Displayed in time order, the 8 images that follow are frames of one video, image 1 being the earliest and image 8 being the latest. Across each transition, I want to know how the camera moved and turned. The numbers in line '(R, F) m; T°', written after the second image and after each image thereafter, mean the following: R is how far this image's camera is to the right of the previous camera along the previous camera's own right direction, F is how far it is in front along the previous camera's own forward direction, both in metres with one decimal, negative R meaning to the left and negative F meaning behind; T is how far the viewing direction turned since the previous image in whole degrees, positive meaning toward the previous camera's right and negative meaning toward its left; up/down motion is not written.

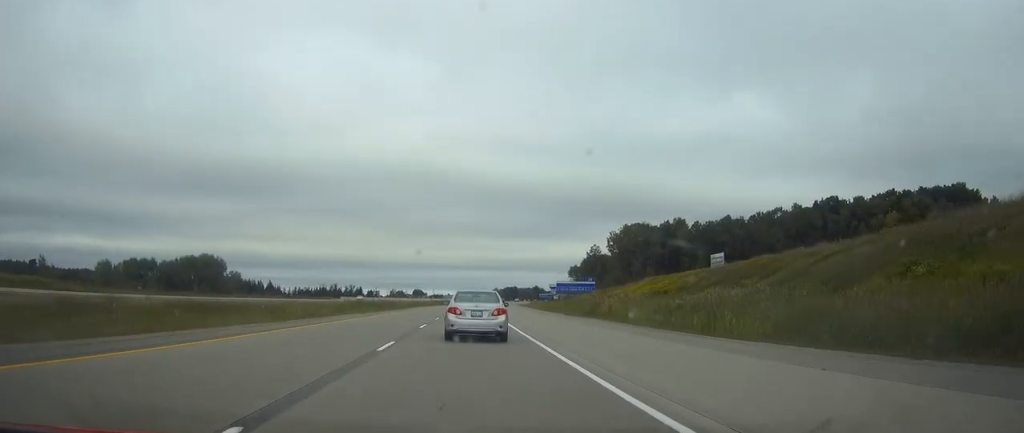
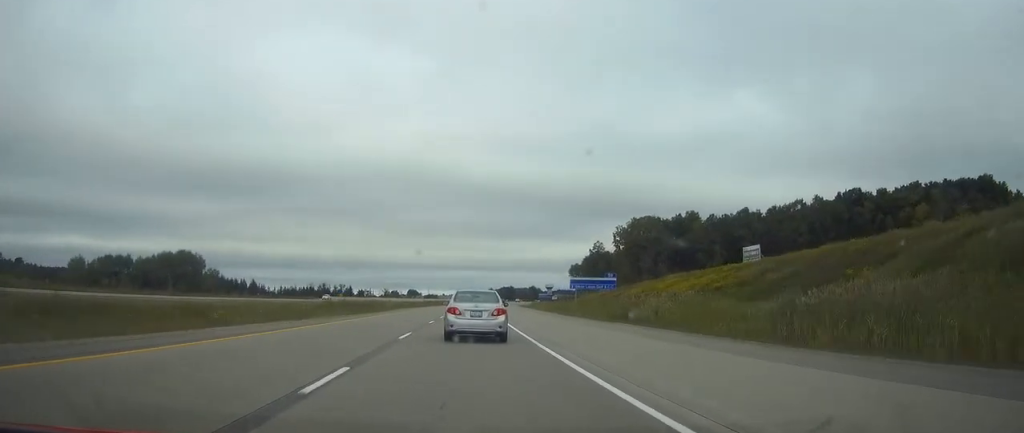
(+0.1, +18.9) m; 0°
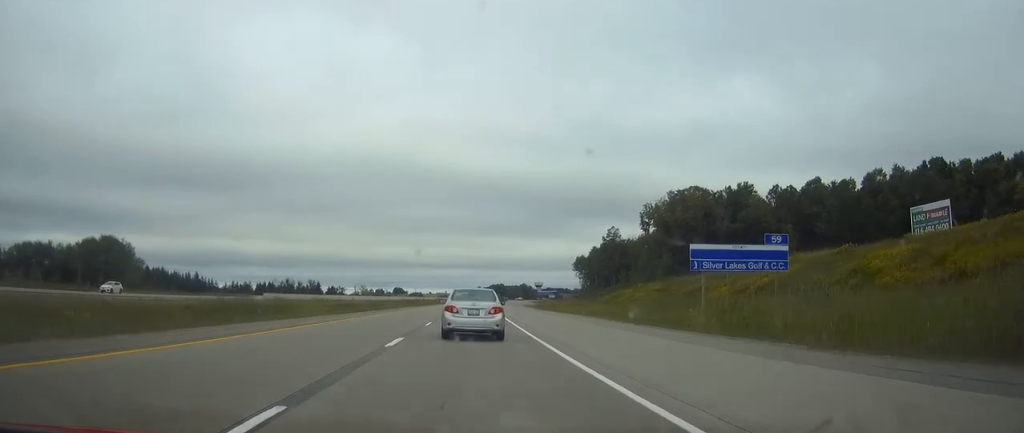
(+0.6, +52.7) m; +1°
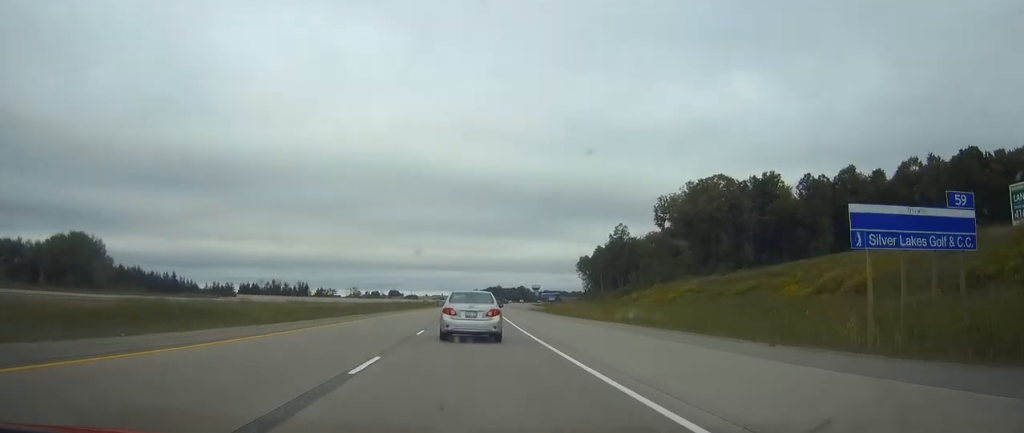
(0.0, +17.8) m; 0°
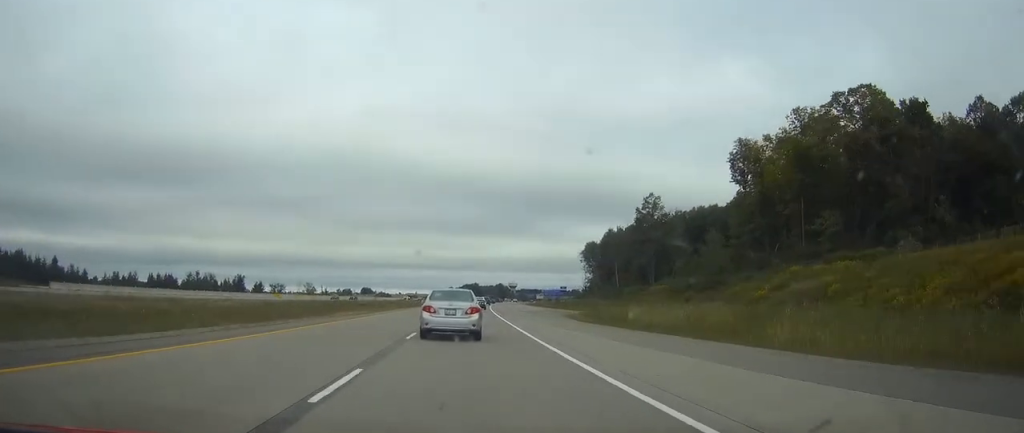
(+0.9, +63.8) m; +2°
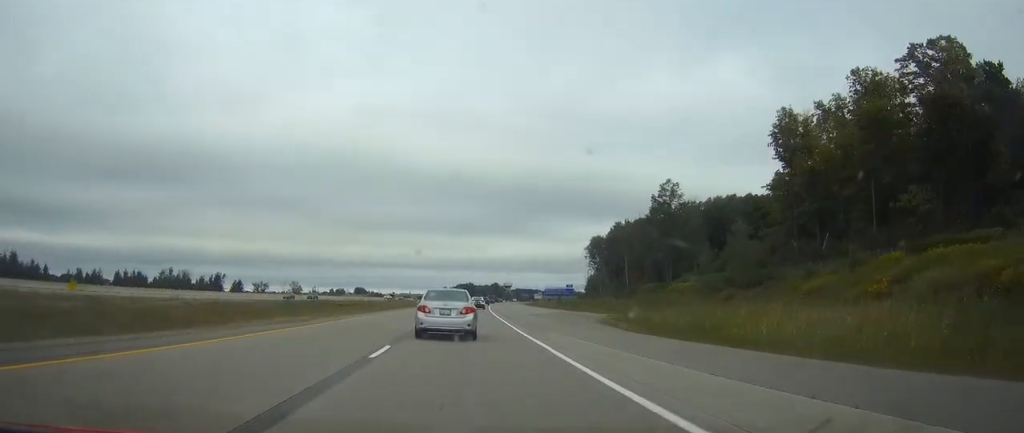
(+0.2, +18.9) m; +1°
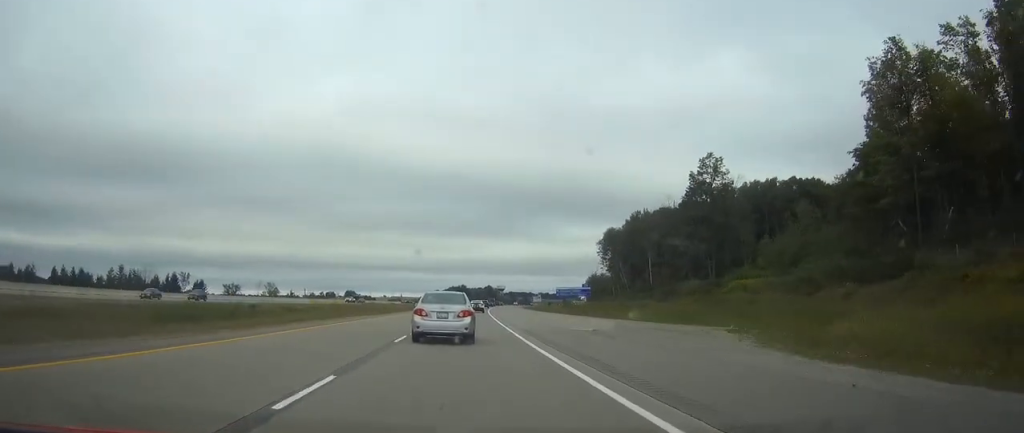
(+0.2, +30.3) m; +1°
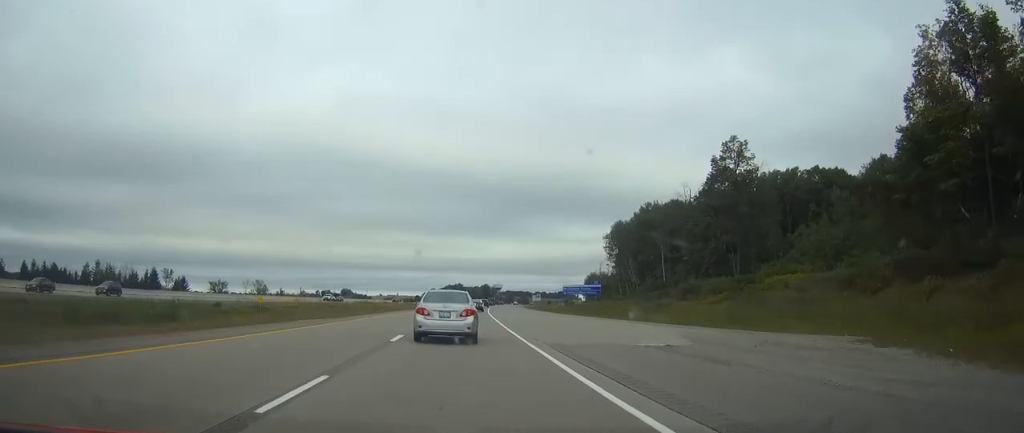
(0.0, +12.3) m; 0°
